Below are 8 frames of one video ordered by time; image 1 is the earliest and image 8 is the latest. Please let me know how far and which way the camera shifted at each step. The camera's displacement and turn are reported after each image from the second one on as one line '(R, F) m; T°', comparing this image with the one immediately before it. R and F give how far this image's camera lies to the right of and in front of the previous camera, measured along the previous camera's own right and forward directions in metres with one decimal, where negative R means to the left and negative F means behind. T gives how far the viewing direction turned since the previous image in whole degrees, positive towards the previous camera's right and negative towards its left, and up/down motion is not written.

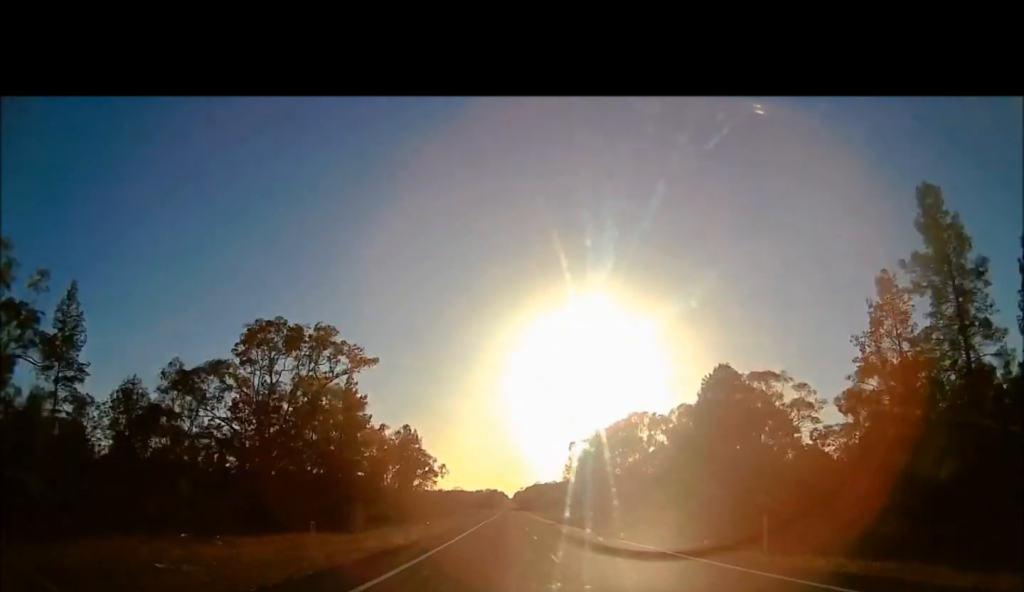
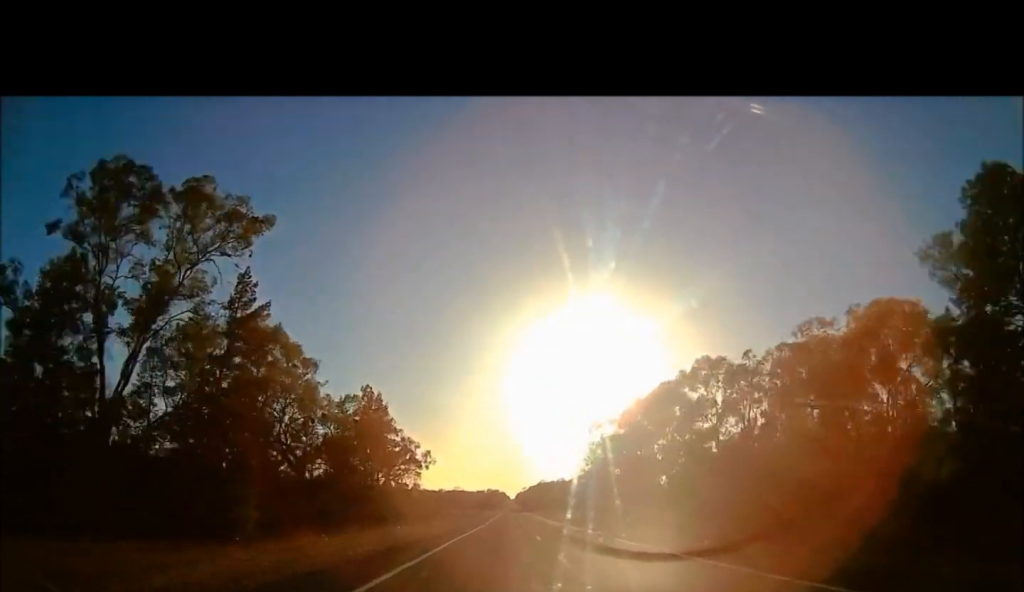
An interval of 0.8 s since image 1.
(+0.7, +25.7) m; 0°
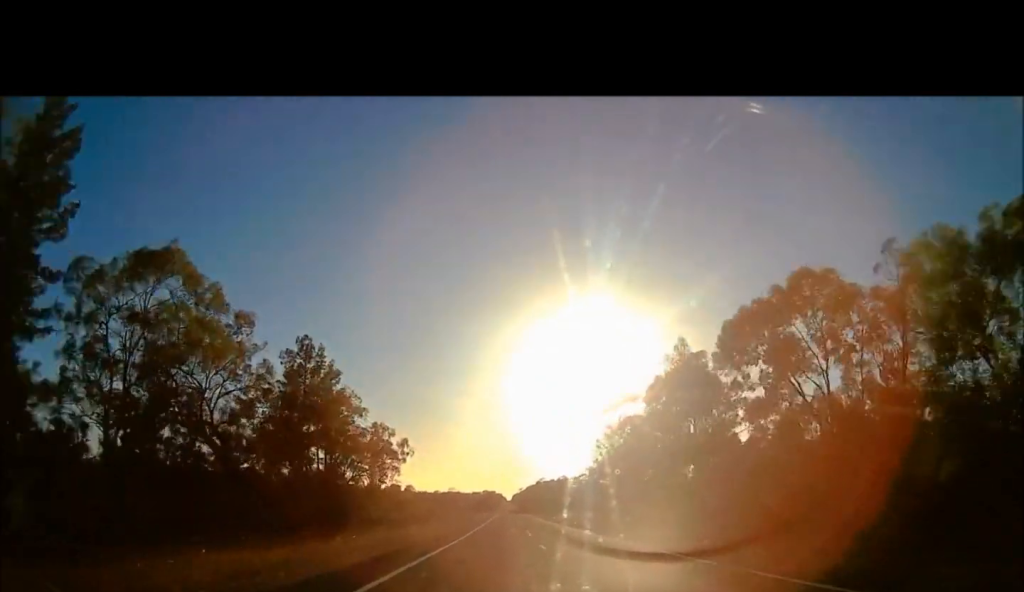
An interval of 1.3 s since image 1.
(+0.3, +17.9) m; 0°
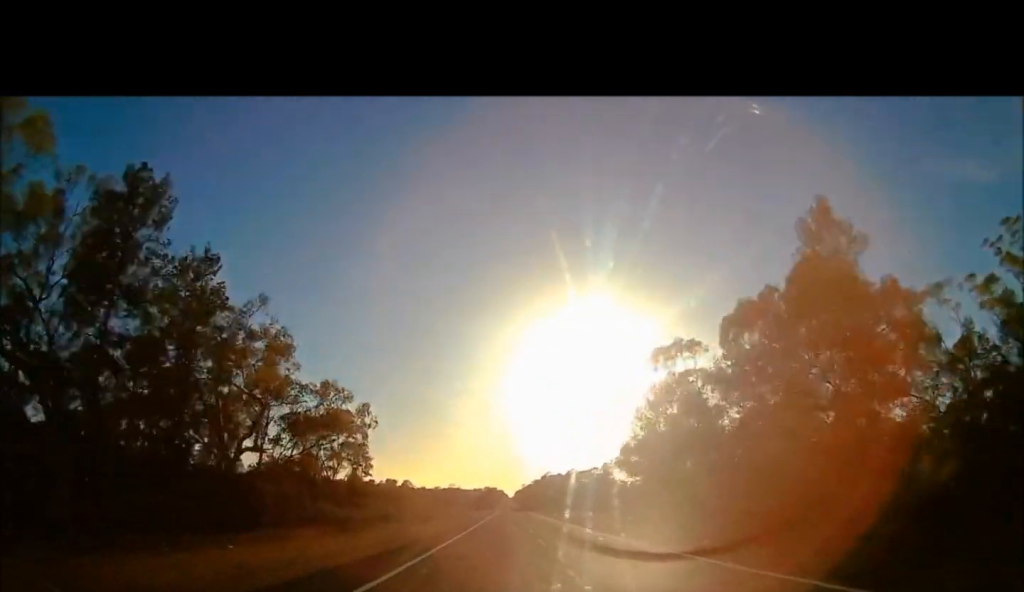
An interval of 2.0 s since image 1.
(-0.9, +22.4) m; -2°
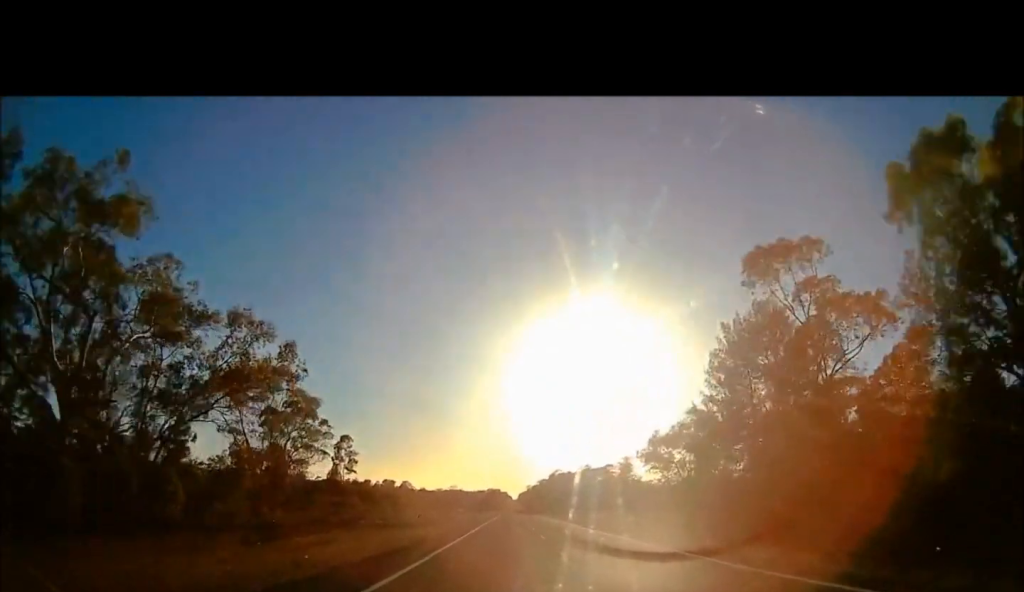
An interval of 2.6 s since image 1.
(-0.1, +20.0) m; +1°
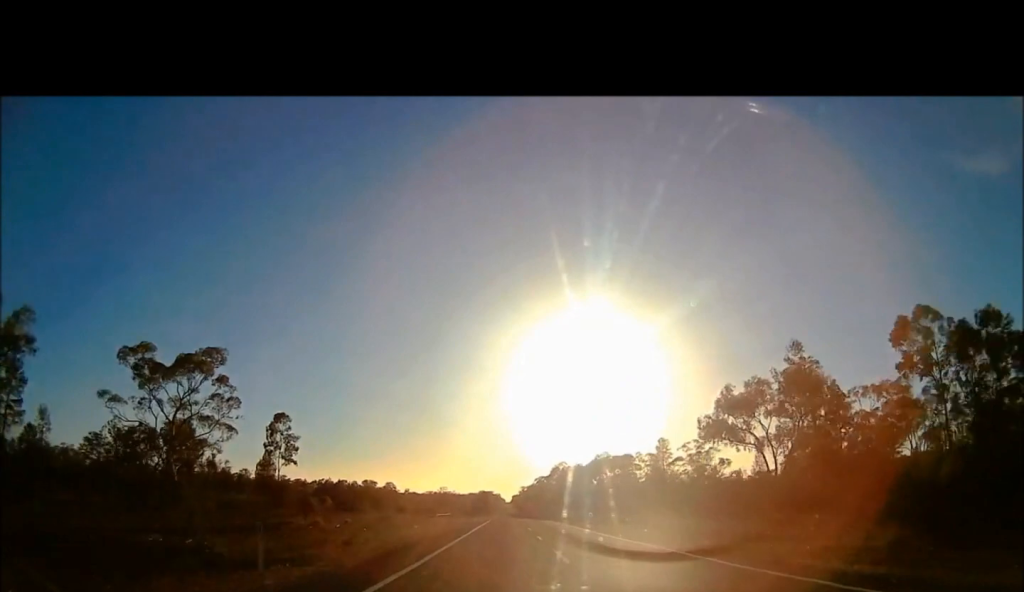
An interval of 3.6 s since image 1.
(+0.7, +34.5) m; +2°
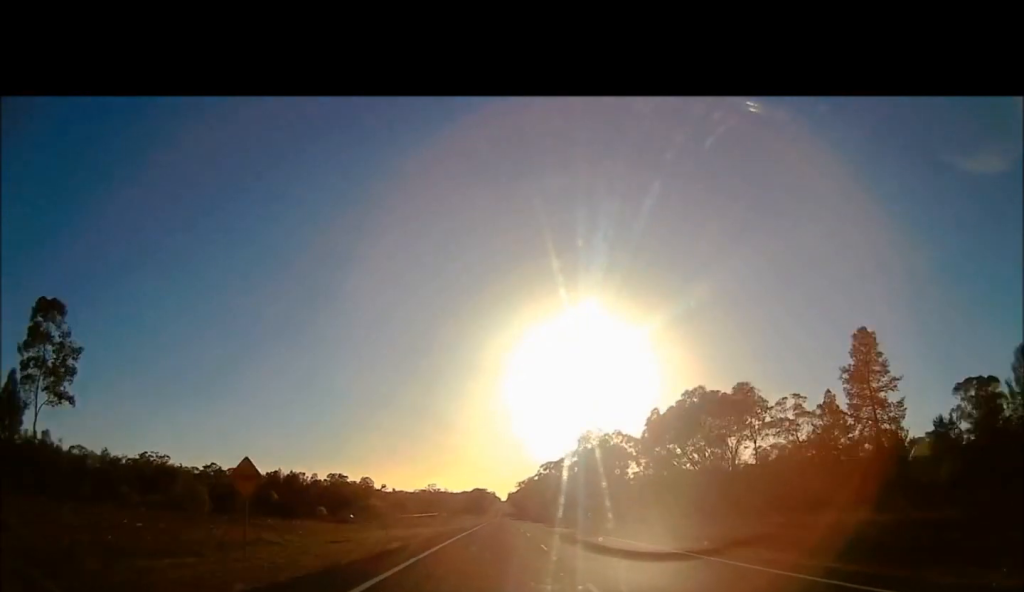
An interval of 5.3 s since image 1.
(-0.2, +55.3) m; -1°
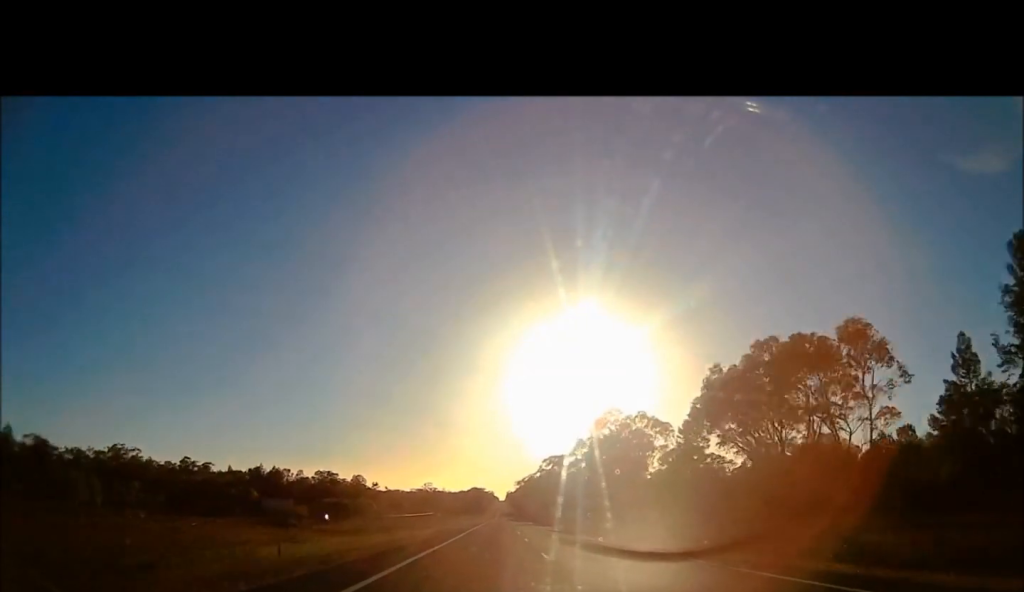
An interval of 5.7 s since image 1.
(0.0, +15.2) m; 0°
